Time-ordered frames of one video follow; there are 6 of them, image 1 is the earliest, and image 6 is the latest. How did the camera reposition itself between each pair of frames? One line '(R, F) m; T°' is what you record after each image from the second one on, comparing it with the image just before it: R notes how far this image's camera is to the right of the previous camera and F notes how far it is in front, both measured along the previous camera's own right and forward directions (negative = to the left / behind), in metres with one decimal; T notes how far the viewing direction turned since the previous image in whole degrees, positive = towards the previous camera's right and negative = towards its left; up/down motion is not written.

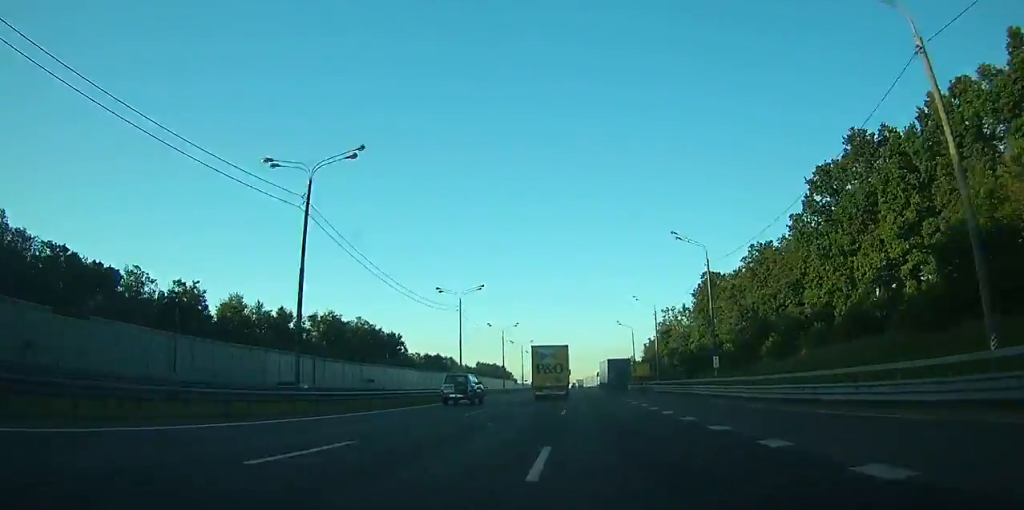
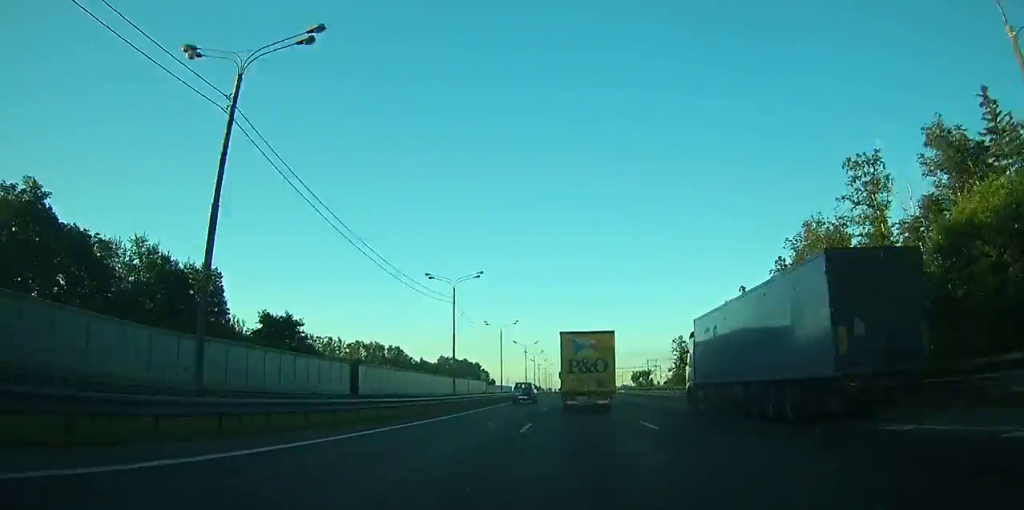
(-0.2, +108.8) m; 0°
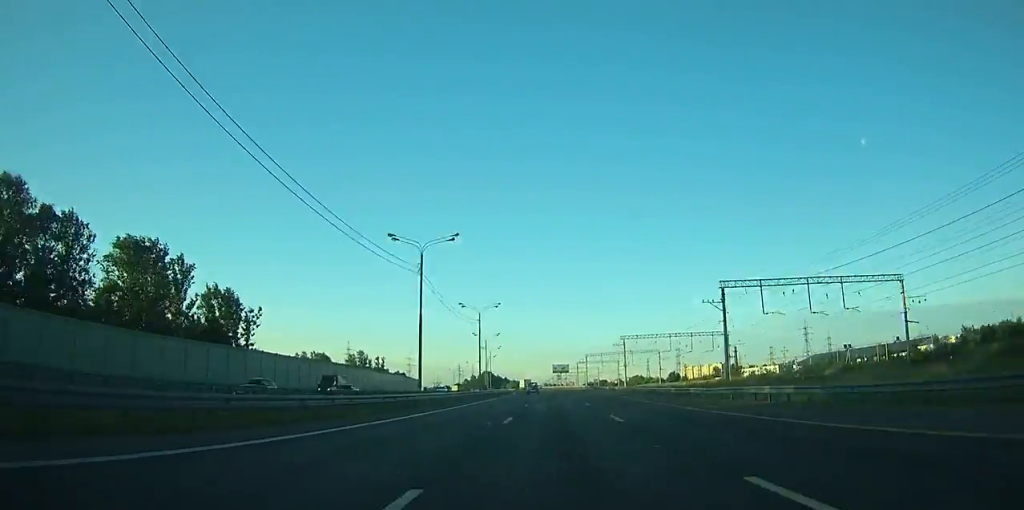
(+7.2, +279.1) m; +1°
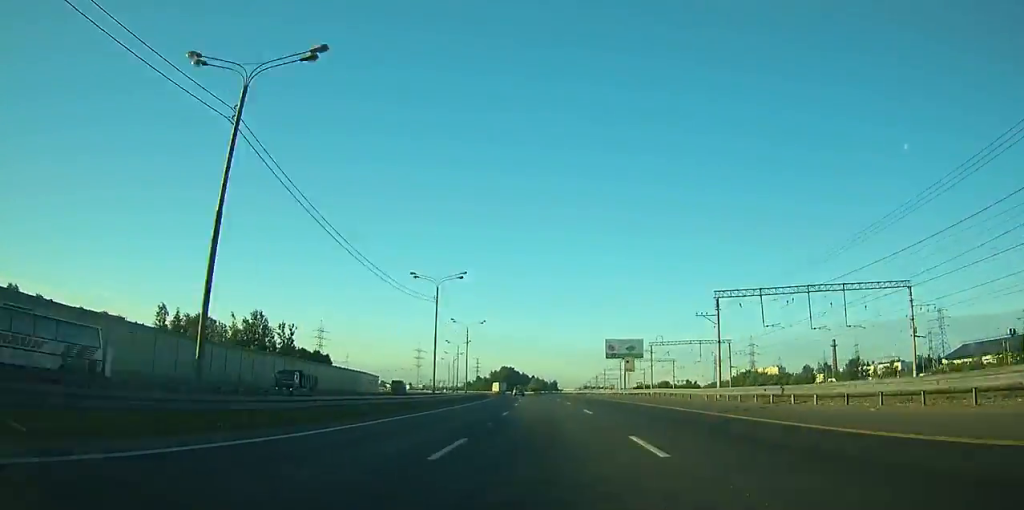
(-1.8, +116.9) m; -3°
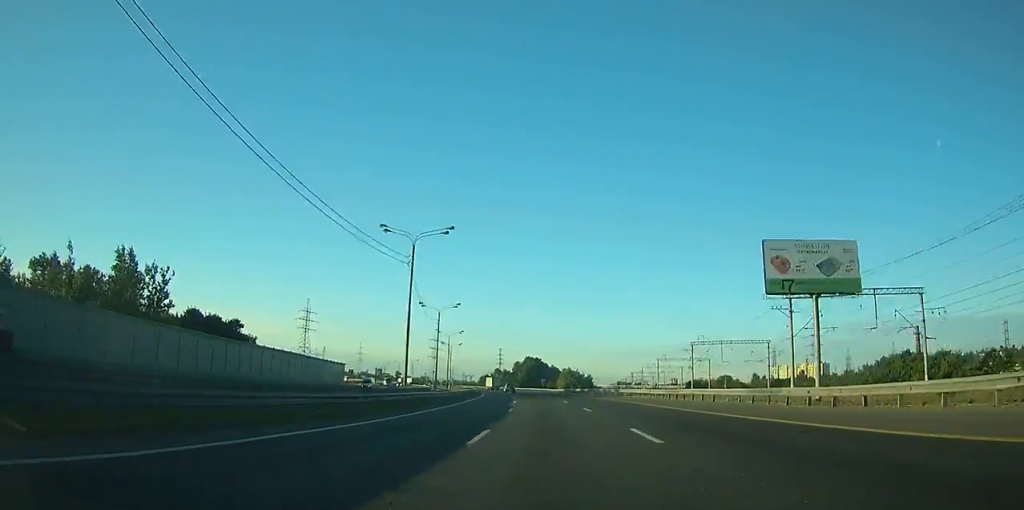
(-1.9, +58.7) m; -3°
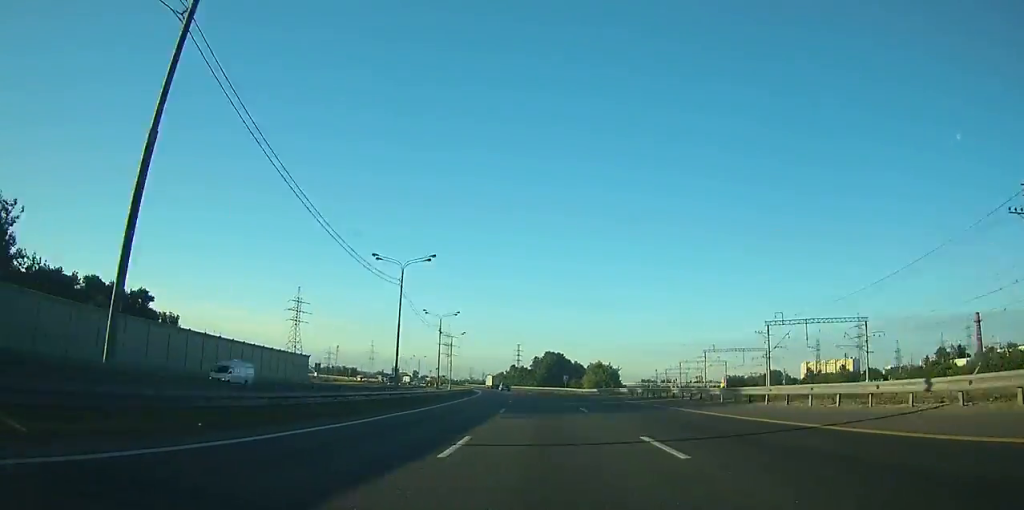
(-0.1, +34.8) m; -2°
